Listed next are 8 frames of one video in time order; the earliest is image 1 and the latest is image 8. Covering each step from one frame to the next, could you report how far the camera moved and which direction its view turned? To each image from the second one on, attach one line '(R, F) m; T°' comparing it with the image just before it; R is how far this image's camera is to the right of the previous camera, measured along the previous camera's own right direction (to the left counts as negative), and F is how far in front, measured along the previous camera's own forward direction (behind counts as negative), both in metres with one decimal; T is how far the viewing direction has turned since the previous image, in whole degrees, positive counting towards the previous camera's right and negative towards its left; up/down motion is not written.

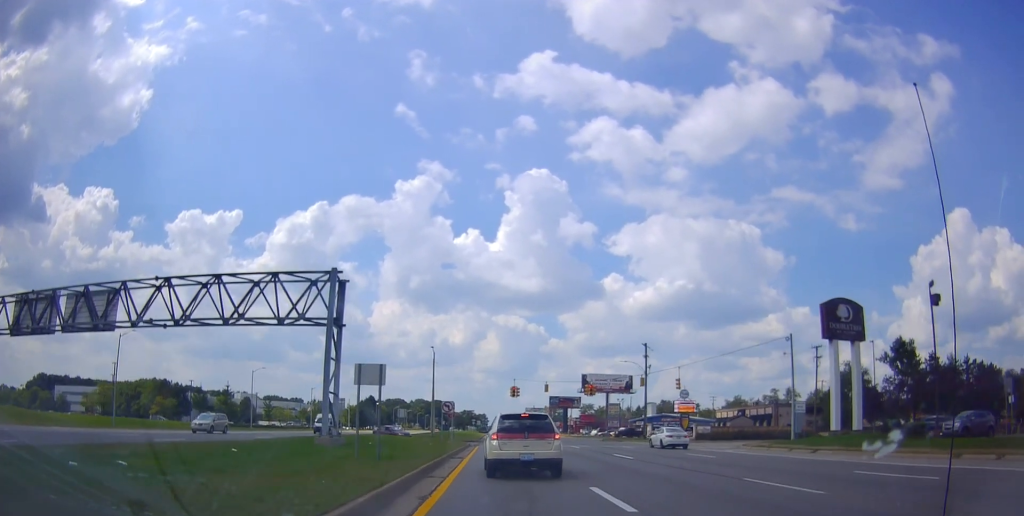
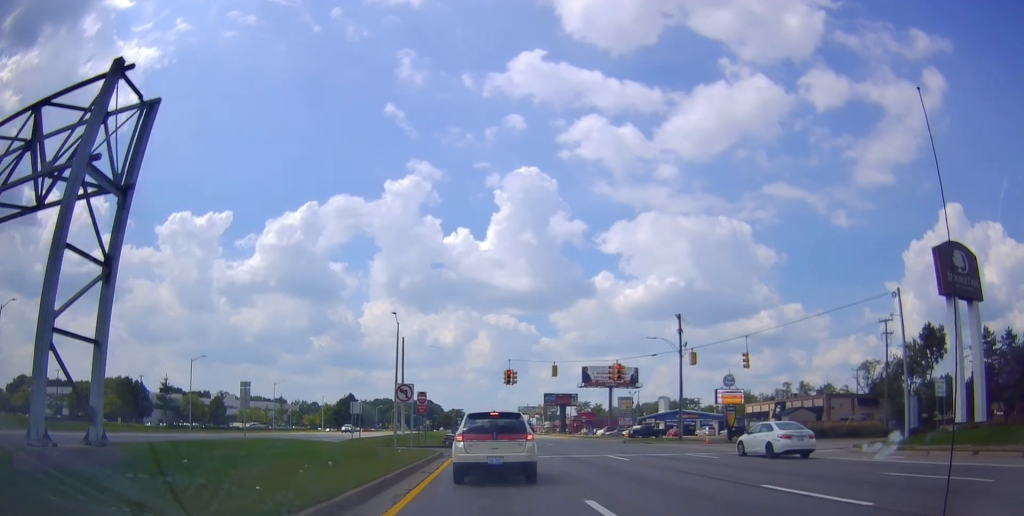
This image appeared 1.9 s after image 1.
(0.0, +20.0) m; 0°
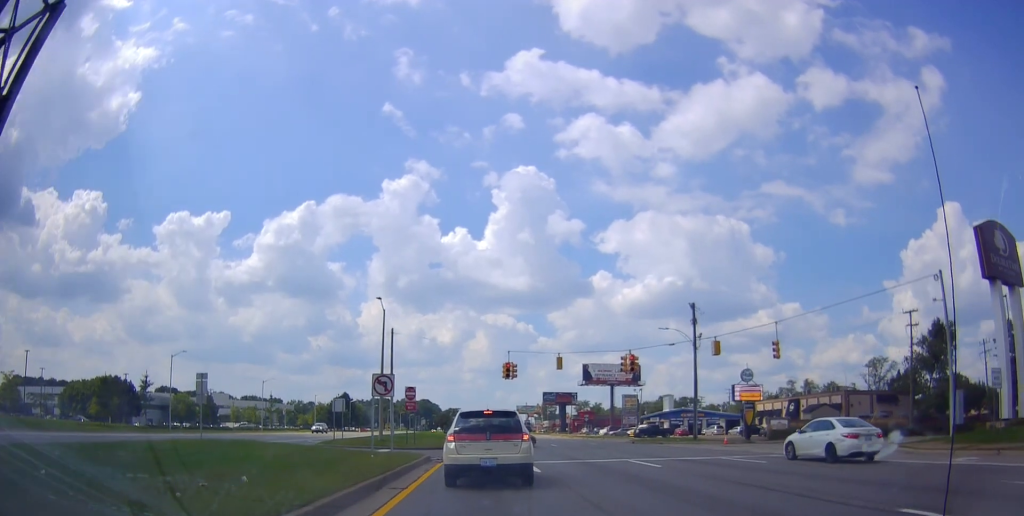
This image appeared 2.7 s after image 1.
(0.0, +6.4) m; 0°
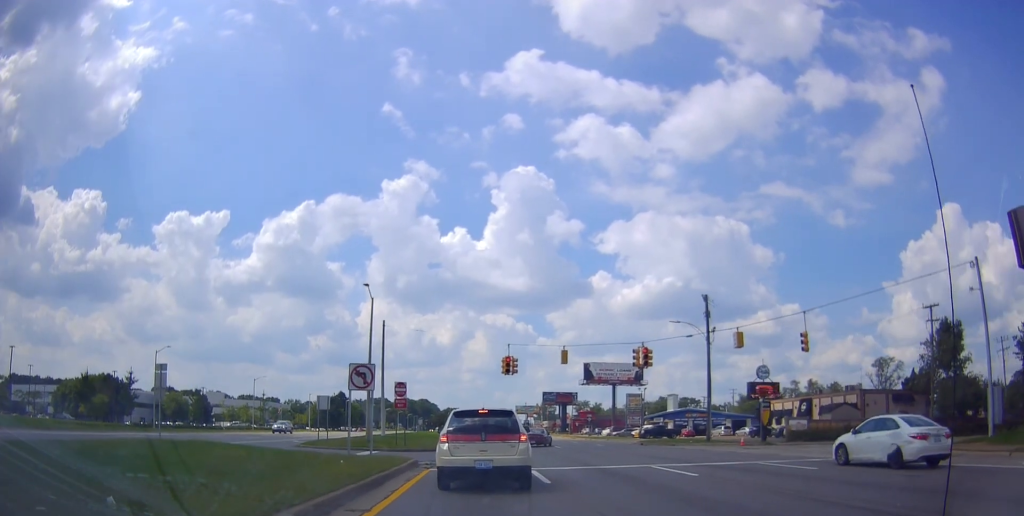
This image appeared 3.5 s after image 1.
(0.0, +4.8) m; 0°
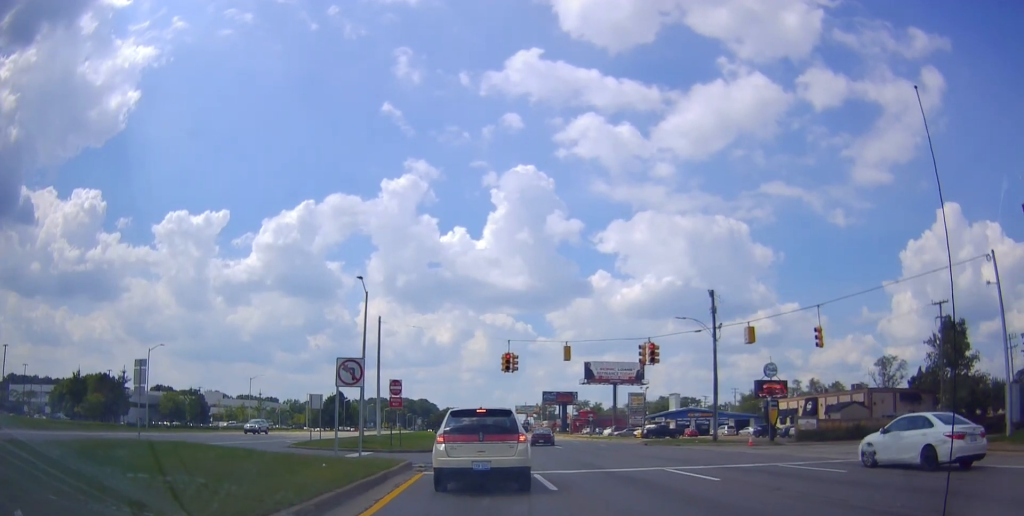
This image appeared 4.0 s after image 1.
(0.0, +2.2) m; 0°
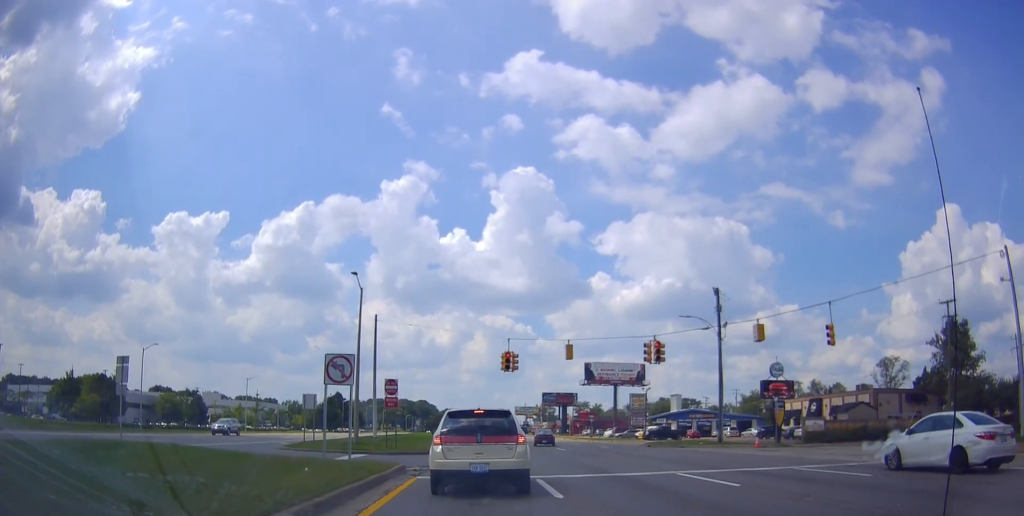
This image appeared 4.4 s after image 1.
(0.0, +1.6) m; 0°
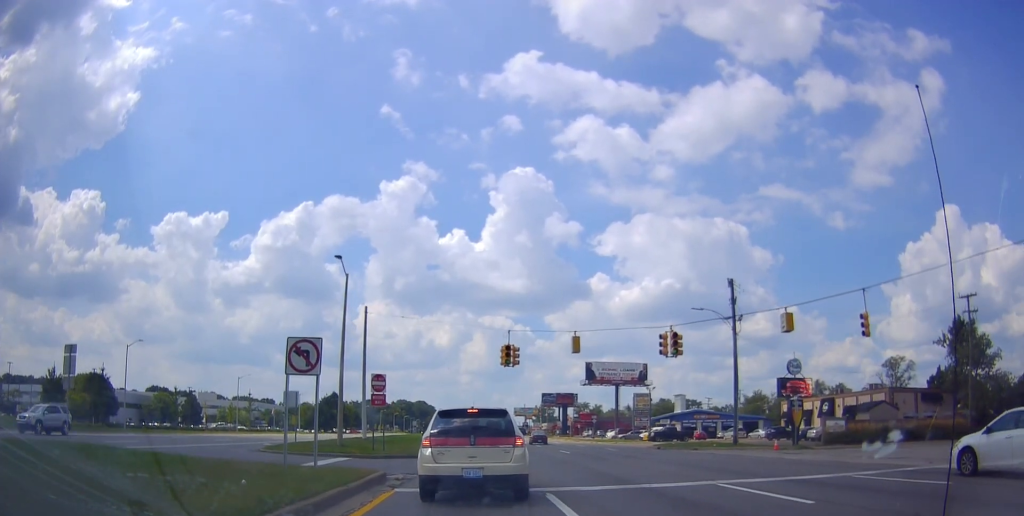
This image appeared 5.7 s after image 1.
(0.0, +4.3) m; 0°
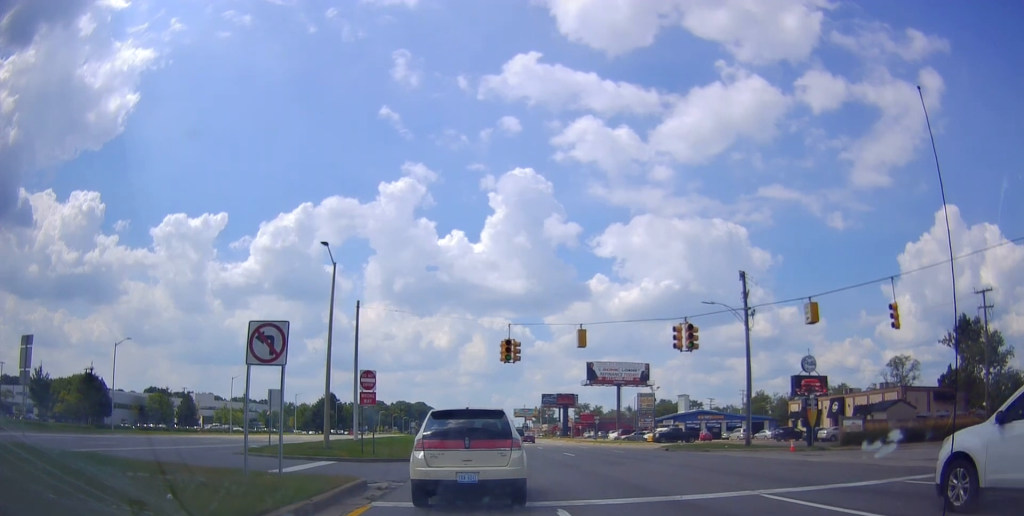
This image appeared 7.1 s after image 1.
(0.0, +3.0) m; +1°
